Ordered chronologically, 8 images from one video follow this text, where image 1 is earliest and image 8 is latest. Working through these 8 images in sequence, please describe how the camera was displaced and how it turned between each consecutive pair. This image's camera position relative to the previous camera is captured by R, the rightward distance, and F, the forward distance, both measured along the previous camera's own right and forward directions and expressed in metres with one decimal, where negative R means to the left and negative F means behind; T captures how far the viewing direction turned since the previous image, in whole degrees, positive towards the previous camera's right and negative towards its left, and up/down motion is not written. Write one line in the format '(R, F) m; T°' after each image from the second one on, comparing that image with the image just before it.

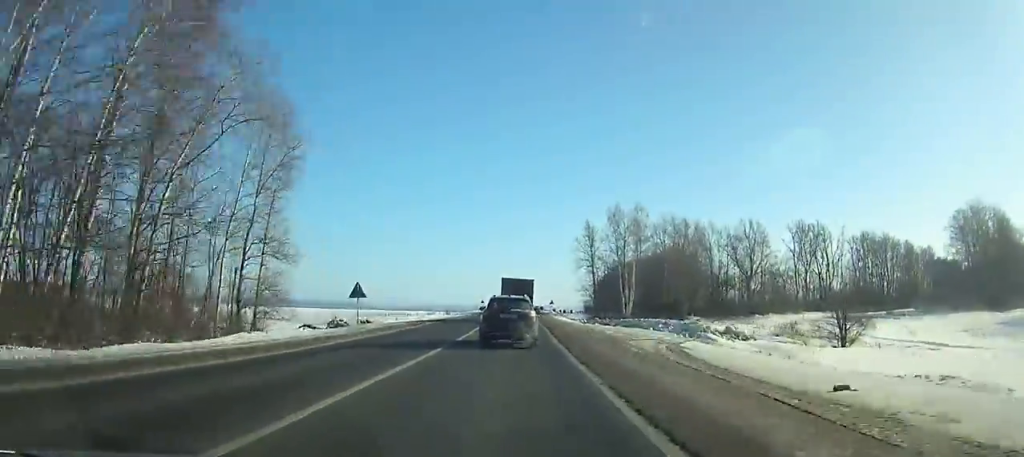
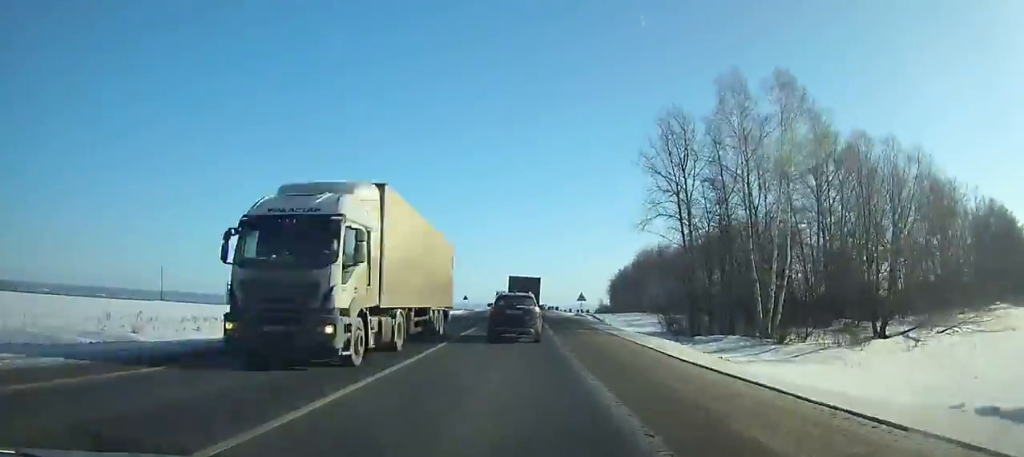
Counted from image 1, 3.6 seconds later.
(+0.3, +57.9) m; +1°
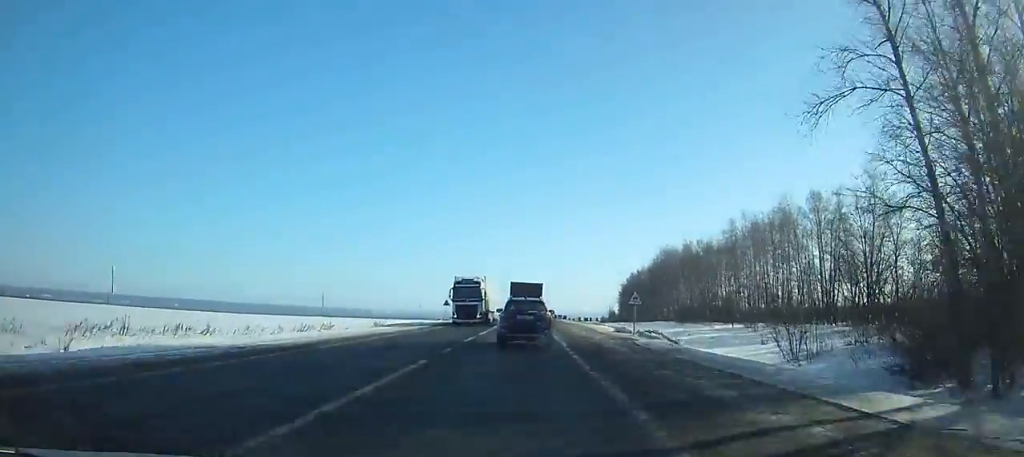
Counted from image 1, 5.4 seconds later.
(0.0, +29.8) m; 0°
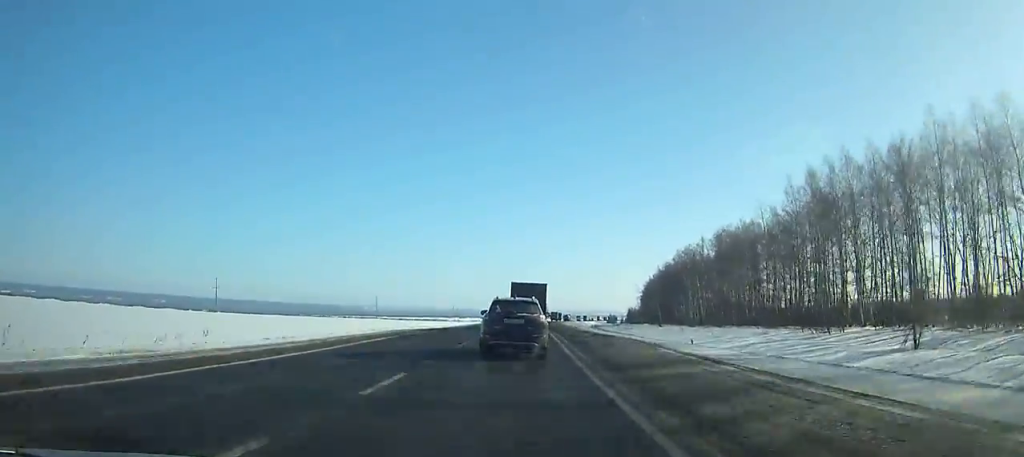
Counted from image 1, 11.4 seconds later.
(+1.3, +101.9) m; +1°
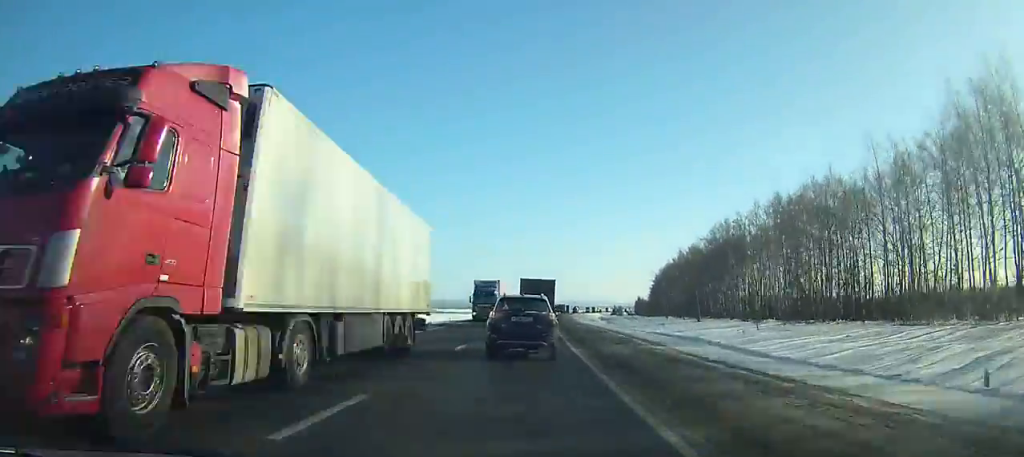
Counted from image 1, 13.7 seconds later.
(+0.4, +38.9) m; +1°
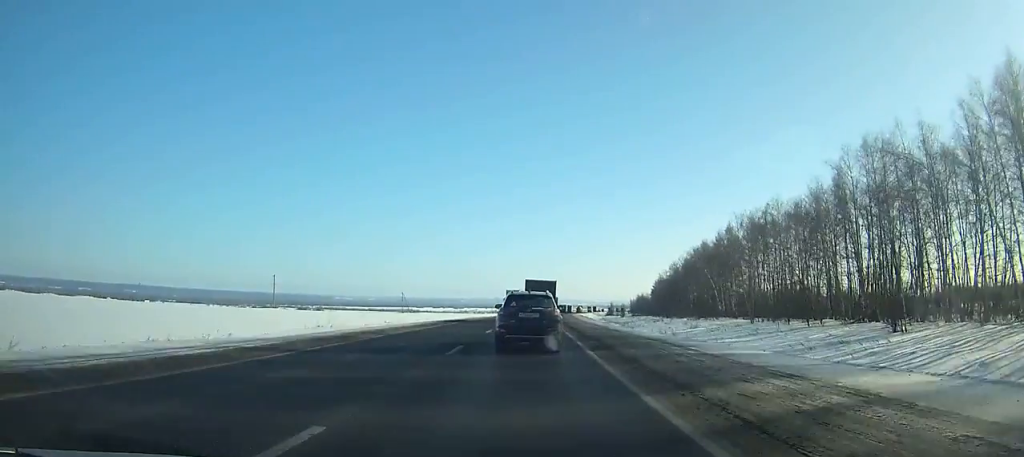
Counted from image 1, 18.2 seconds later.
(+1.3, +75.8) m; +2°
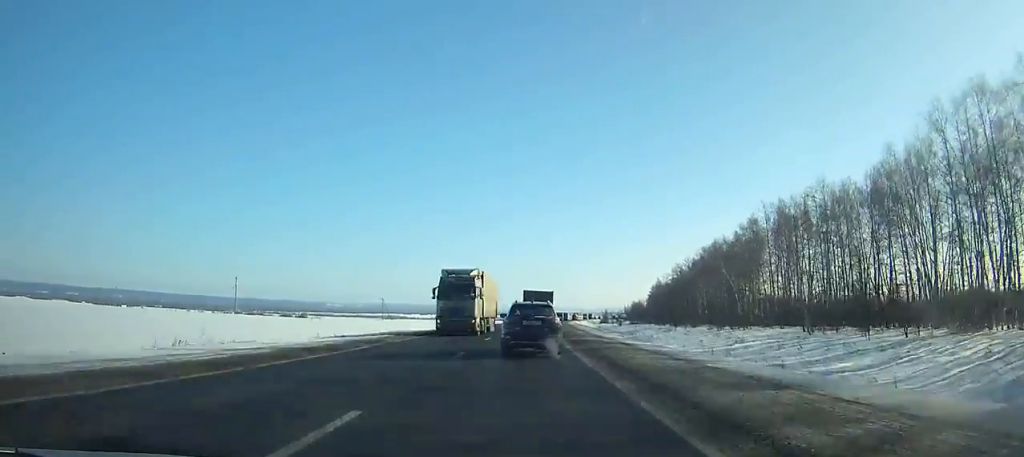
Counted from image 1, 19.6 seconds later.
(+0.2, +23.8) m; +1°
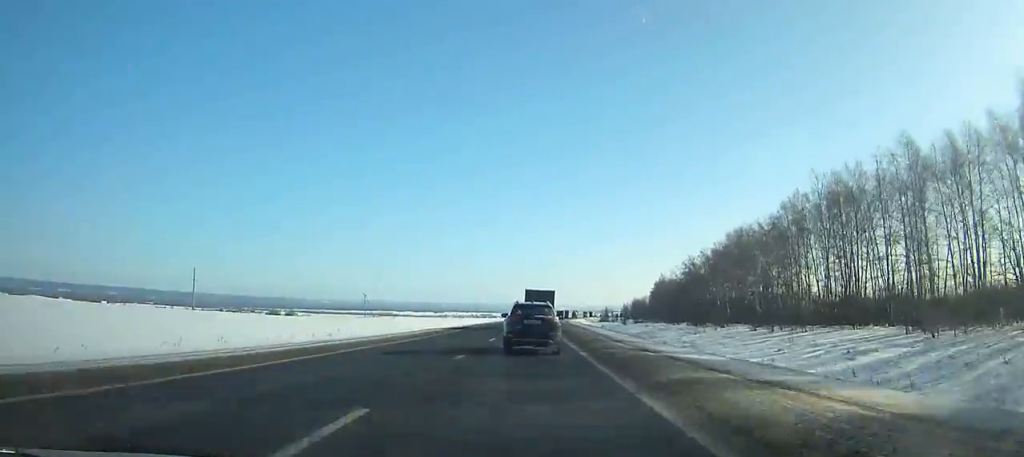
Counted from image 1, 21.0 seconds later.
(+0.1, +24.0) m; +1°
